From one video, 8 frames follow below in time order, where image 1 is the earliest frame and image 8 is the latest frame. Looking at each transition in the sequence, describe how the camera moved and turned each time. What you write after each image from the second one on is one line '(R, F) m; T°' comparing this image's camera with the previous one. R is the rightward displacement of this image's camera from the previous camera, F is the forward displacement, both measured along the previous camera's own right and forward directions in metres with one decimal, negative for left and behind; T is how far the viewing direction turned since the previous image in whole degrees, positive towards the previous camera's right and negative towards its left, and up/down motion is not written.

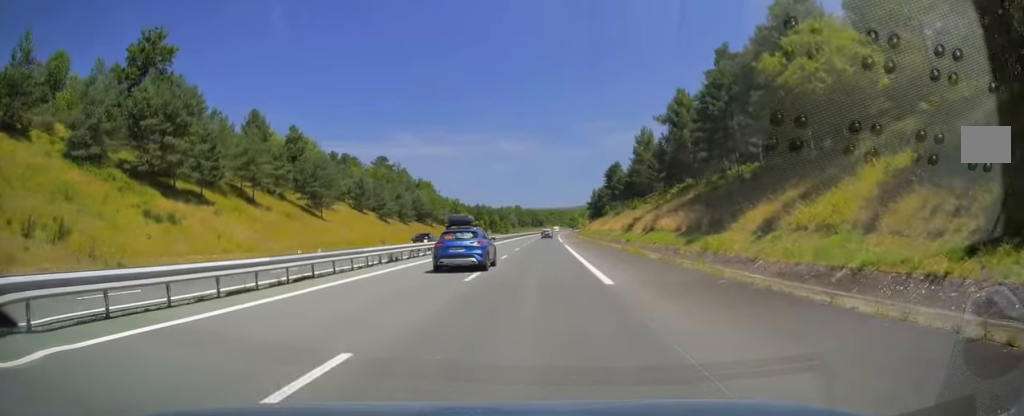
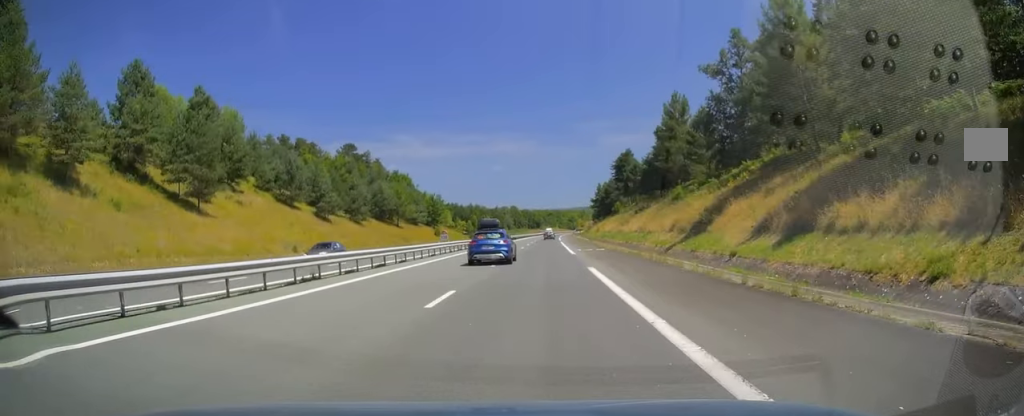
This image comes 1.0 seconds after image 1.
(+0.3, +31.5) m; 0°
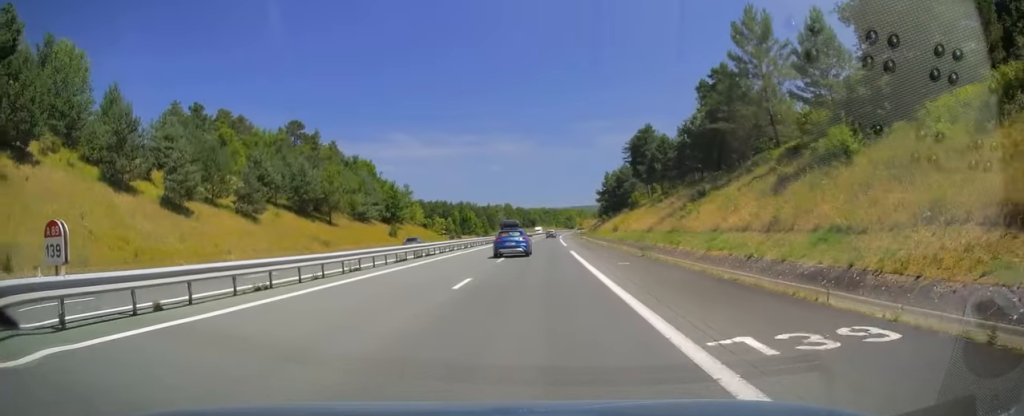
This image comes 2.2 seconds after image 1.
(-0.1, +35.6) m; 0°
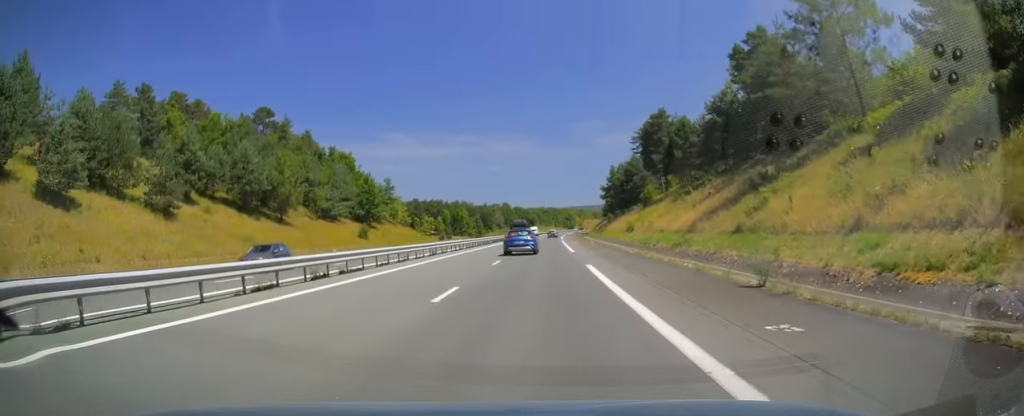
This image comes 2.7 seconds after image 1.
(-0.1, +15.5) m; 0°
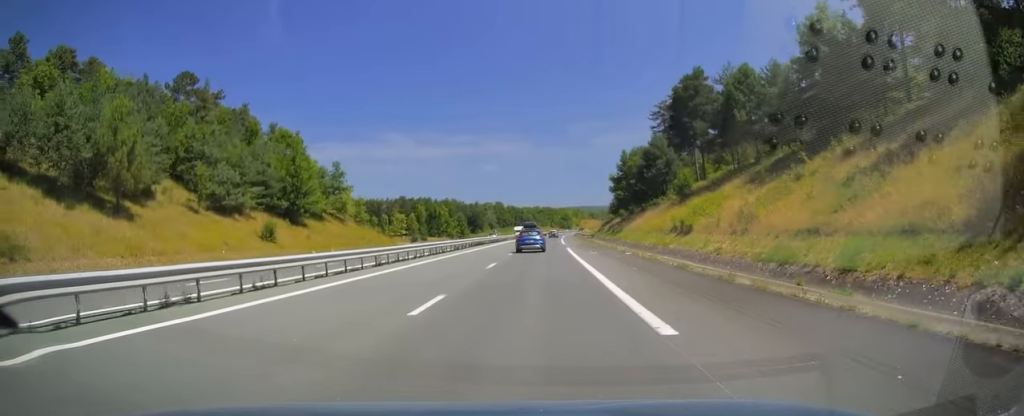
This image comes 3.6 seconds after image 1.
(+0.3, +27.9) m; +1°
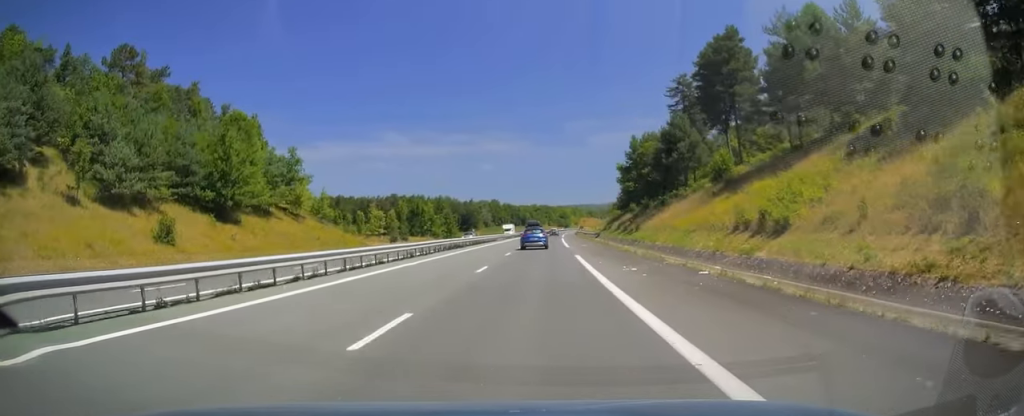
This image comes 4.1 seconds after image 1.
(0.0, +16.0) m; 0°
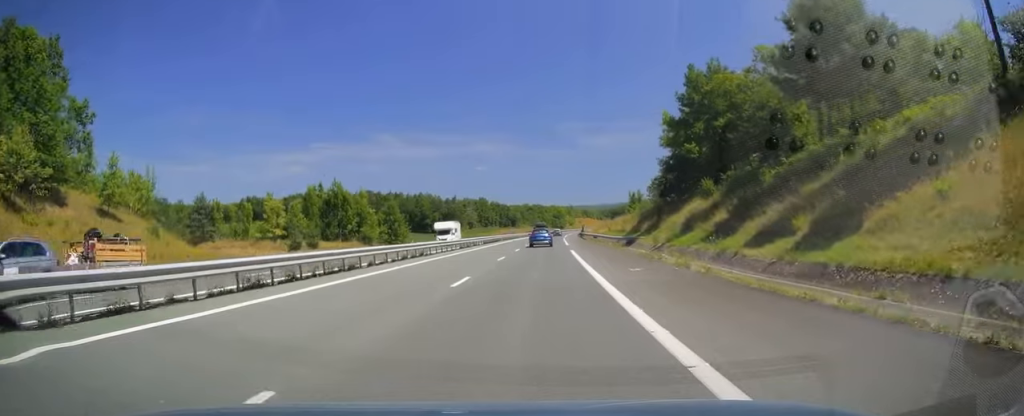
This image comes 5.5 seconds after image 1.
(+0.1, +43.9) m; +1°
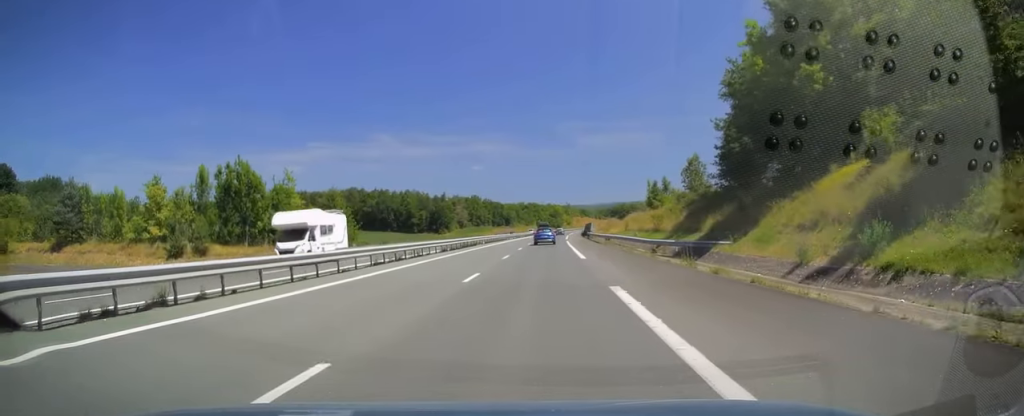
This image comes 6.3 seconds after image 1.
(+0.1, +24.8) m; +1°
